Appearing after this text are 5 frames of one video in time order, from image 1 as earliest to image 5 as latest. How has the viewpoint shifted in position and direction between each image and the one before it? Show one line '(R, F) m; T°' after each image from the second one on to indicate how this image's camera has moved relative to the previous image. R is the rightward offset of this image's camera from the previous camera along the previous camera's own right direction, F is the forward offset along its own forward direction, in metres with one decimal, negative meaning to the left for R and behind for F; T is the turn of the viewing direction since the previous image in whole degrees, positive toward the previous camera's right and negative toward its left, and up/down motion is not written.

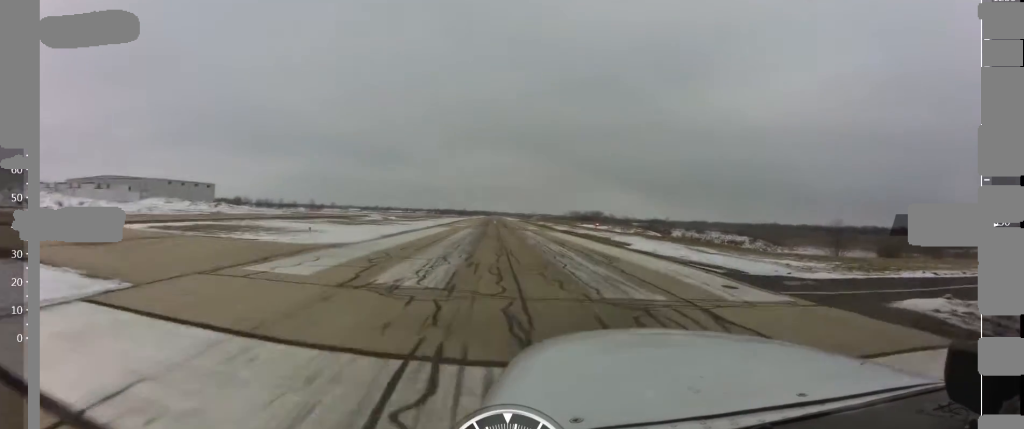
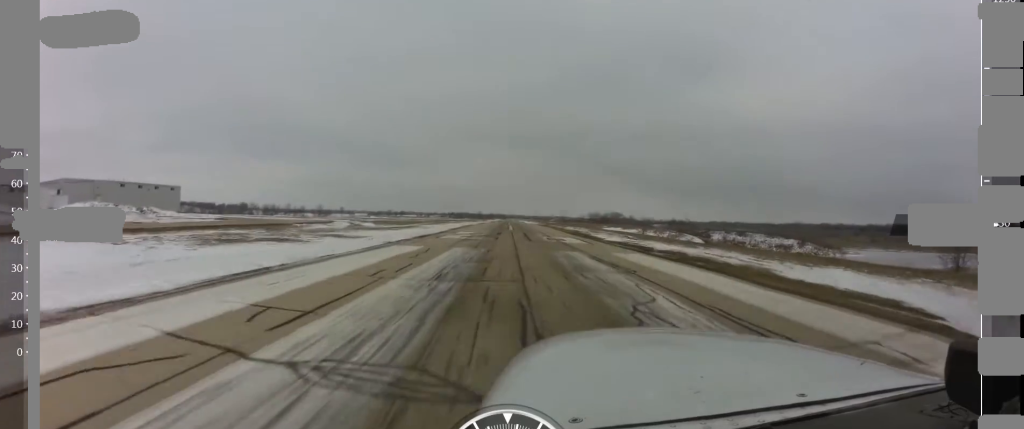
(0.0, +34.7) m; -2°
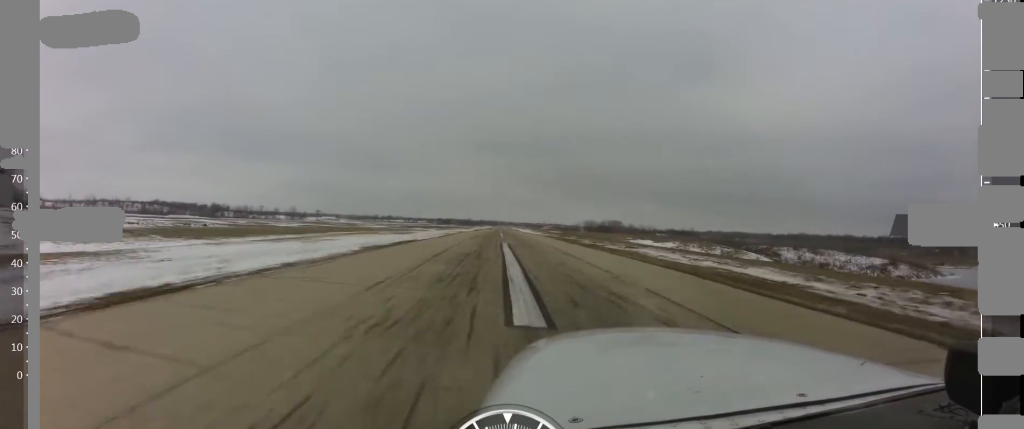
(-0.1, +75.4) m; +2°
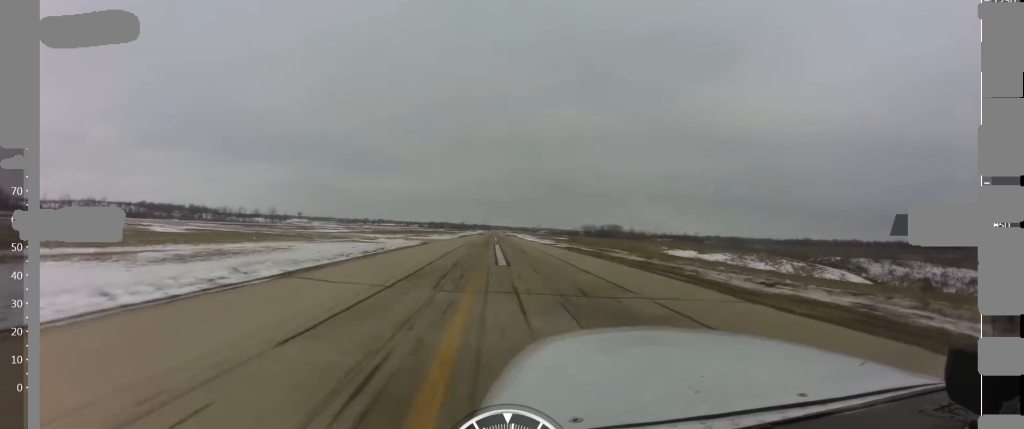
(+1.0, +52.0) m; +3°
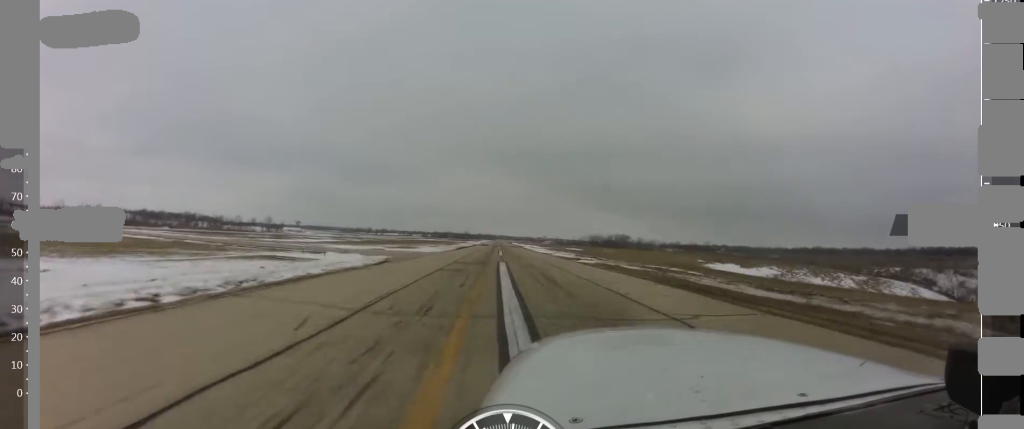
(+1.4, +25.4) m; -1°
